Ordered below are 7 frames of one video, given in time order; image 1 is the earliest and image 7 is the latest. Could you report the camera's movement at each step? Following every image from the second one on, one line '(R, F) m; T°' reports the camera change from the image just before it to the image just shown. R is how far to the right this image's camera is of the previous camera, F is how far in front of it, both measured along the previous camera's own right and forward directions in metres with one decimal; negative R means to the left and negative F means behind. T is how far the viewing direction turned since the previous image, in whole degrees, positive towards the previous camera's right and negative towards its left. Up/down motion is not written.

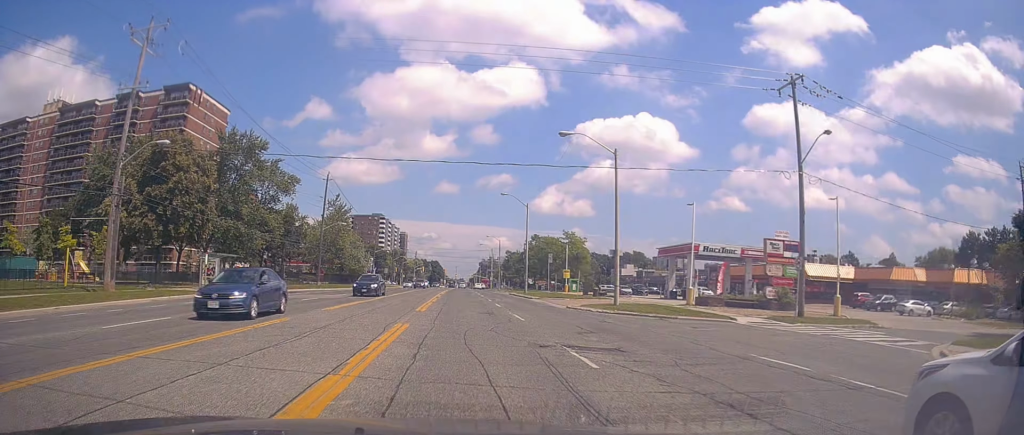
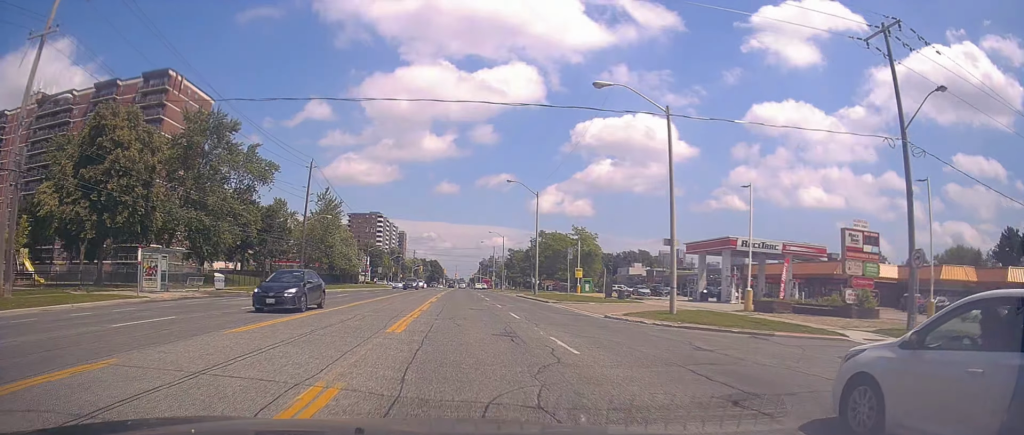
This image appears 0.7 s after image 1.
(-0.5, +8.6) m; 0°
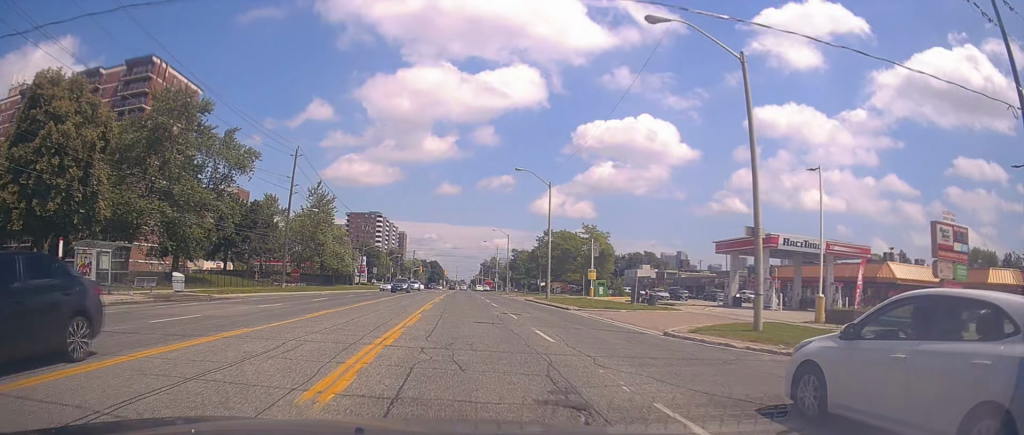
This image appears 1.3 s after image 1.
(0.0, +7.0) m; +1°
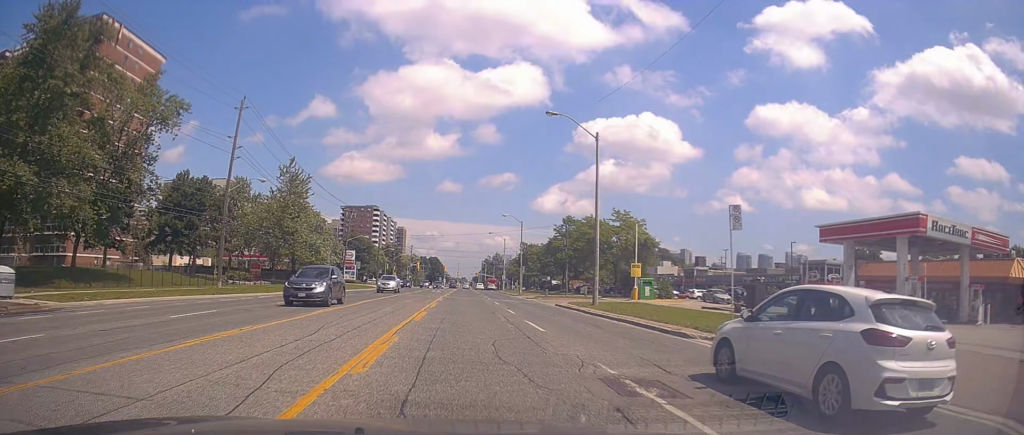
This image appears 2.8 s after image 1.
(+0.6, +16.8) m; +2°
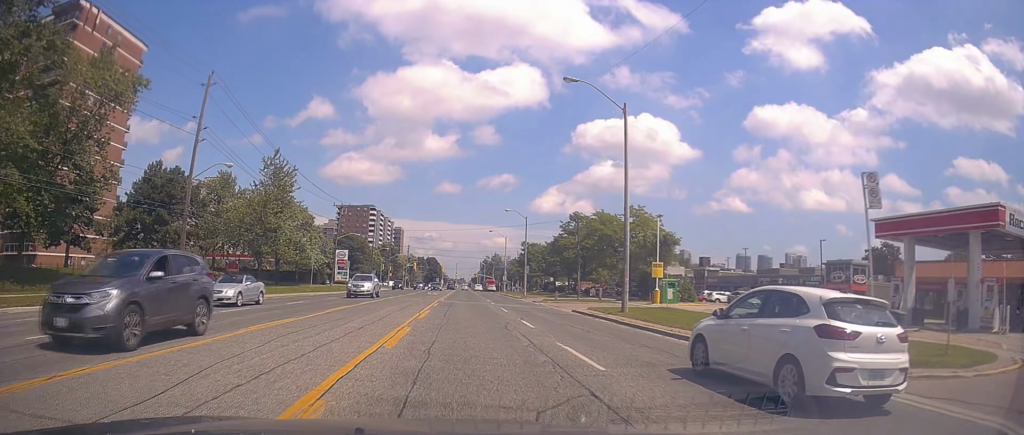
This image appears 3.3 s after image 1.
(0.0, +6.3) m; 0°
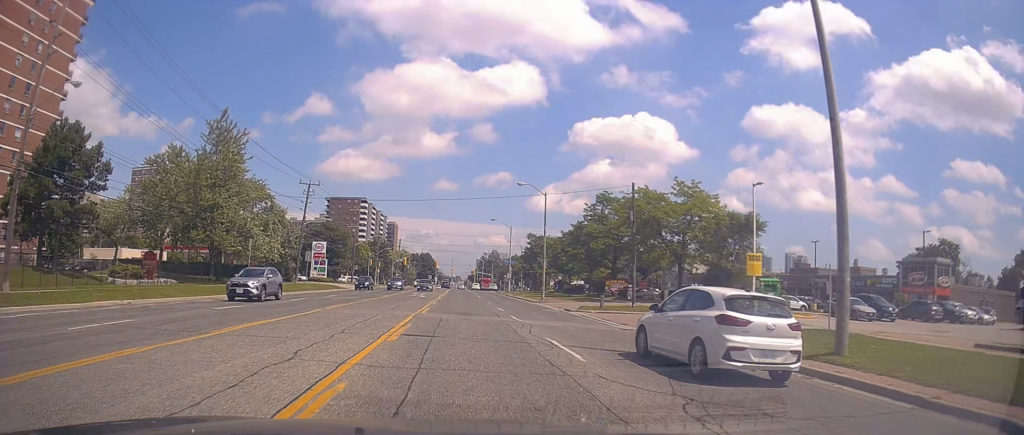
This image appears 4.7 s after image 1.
(0.0, +16.4) m; -2°
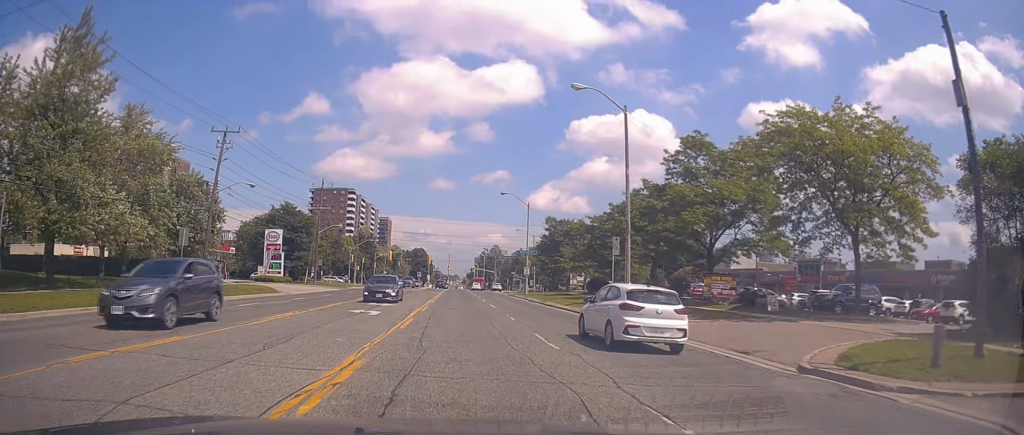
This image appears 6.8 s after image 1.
(-0.3, +24.7) m; +1°
